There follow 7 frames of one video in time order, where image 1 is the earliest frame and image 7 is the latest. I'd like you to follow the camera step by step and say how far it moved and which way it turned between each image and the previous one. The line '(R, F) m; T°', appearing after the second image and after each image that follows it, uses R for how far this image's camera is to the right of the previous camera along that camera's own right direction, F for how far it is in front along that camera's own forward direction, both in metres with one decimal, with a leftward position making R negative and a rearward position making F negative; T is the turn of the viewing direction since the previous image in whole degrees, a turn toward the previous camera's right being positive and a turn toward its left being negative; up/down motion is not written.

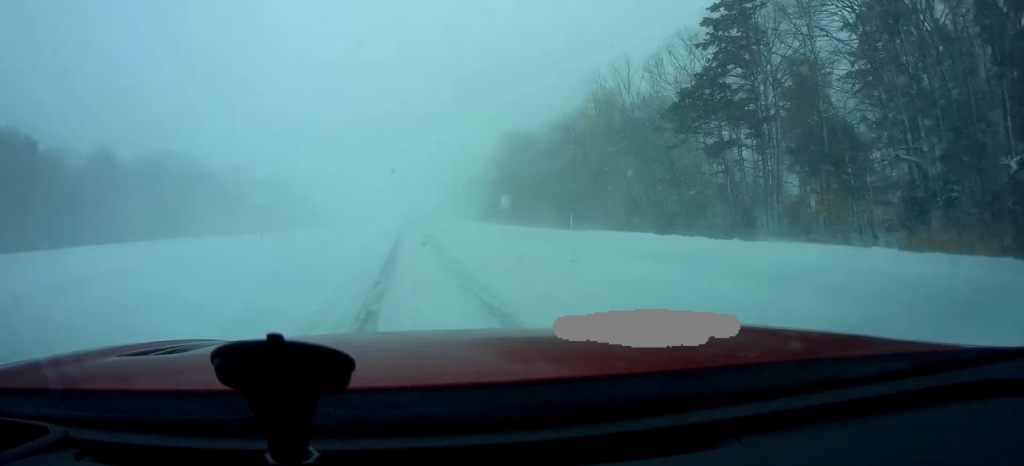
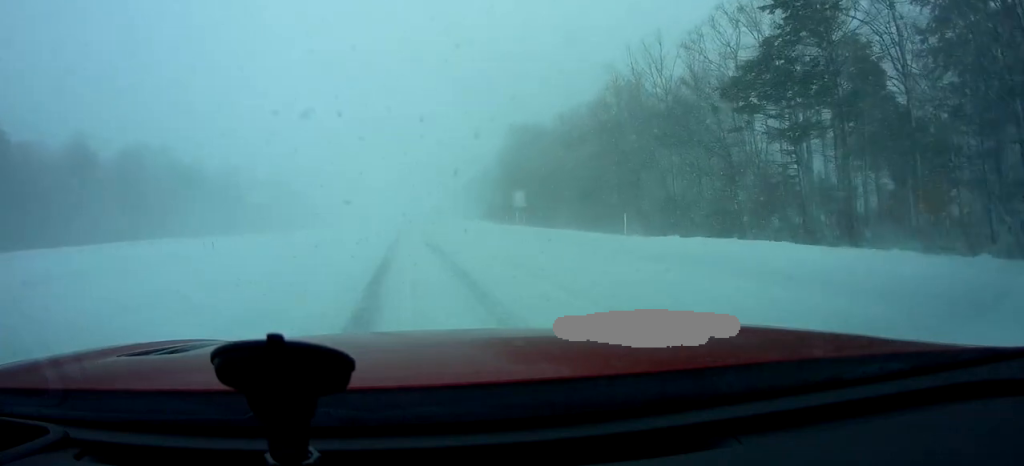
(+0.4, +8.6) m; +1°
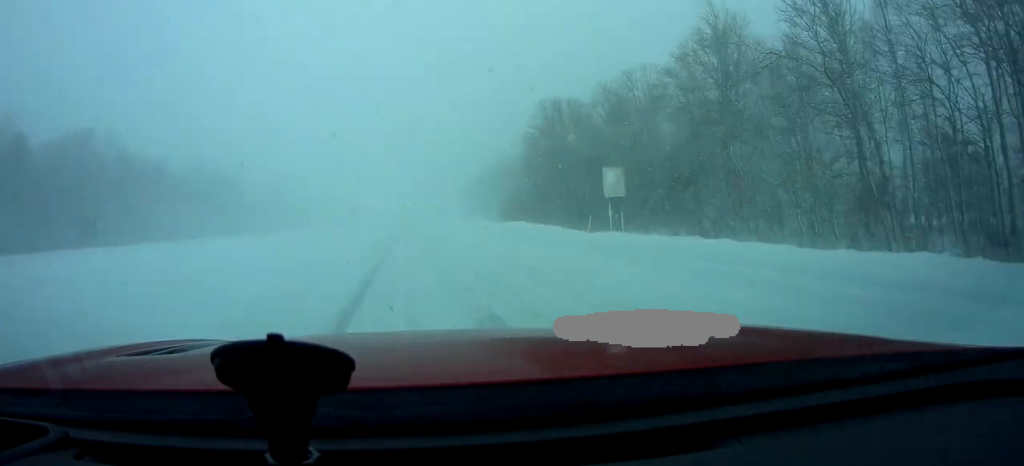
(-0.4, +24.6) m; -2°
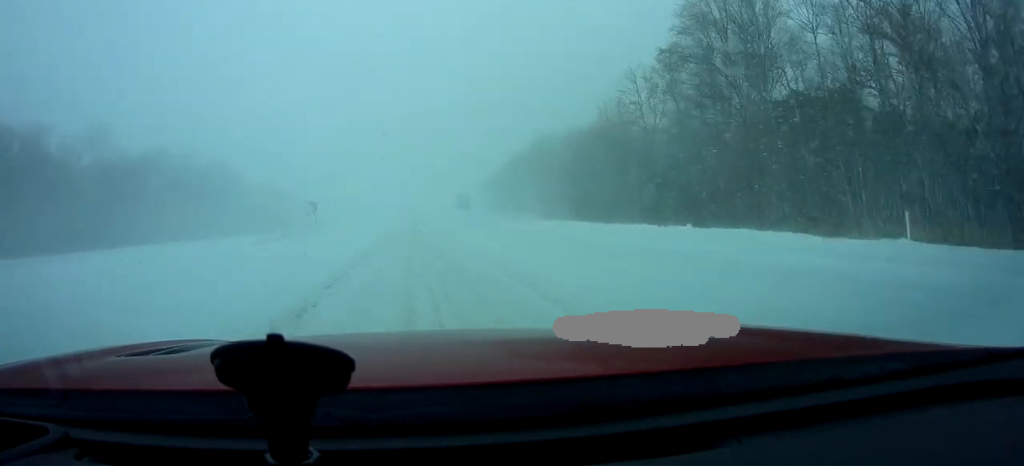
(+1.0, +51.3) m; +2°
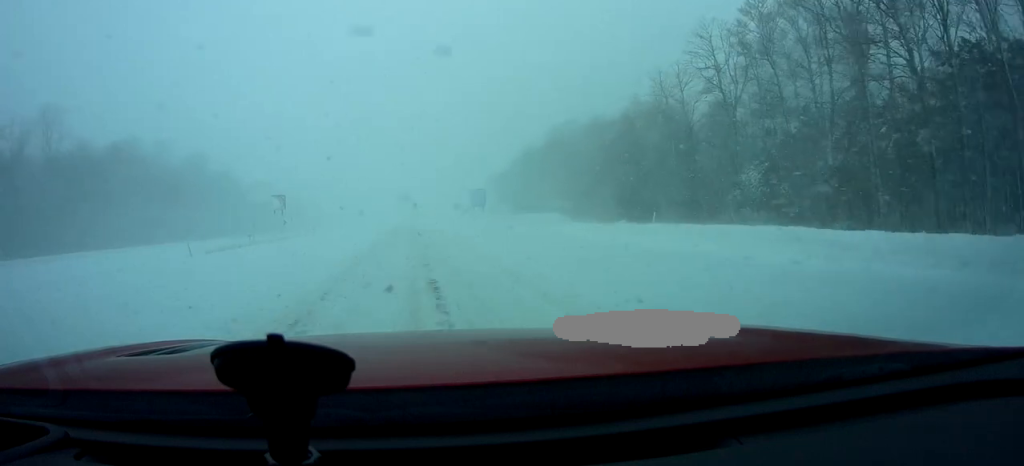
(-0.3, +17.2) m; 0°
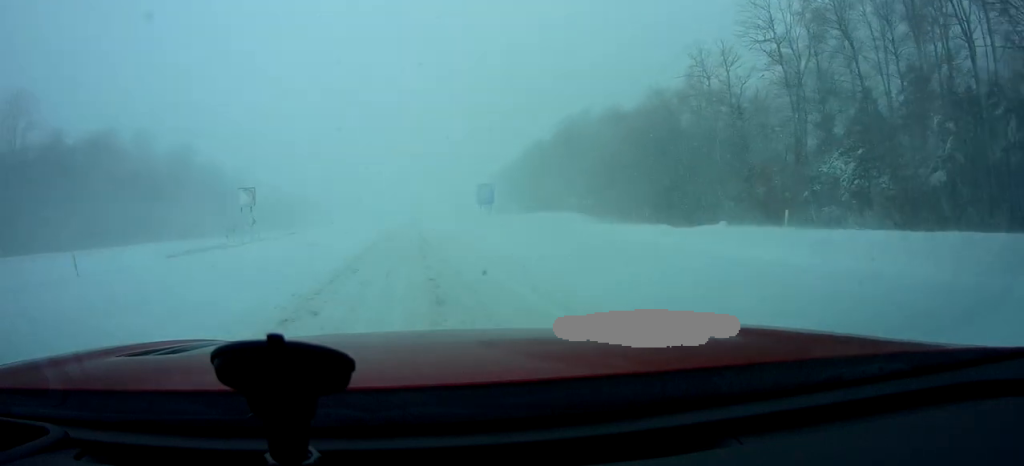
(+0.2, +9.4) m; -1°
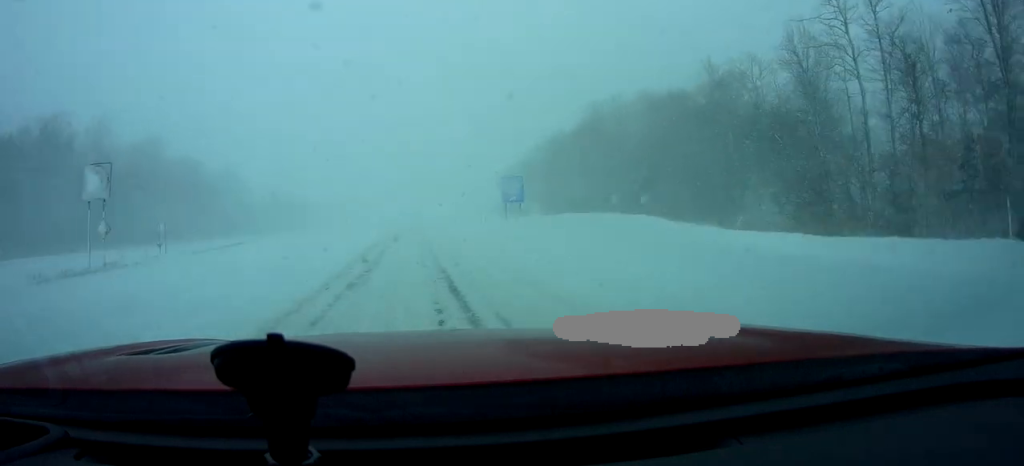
(-0.6, +19.2) m; -1°
